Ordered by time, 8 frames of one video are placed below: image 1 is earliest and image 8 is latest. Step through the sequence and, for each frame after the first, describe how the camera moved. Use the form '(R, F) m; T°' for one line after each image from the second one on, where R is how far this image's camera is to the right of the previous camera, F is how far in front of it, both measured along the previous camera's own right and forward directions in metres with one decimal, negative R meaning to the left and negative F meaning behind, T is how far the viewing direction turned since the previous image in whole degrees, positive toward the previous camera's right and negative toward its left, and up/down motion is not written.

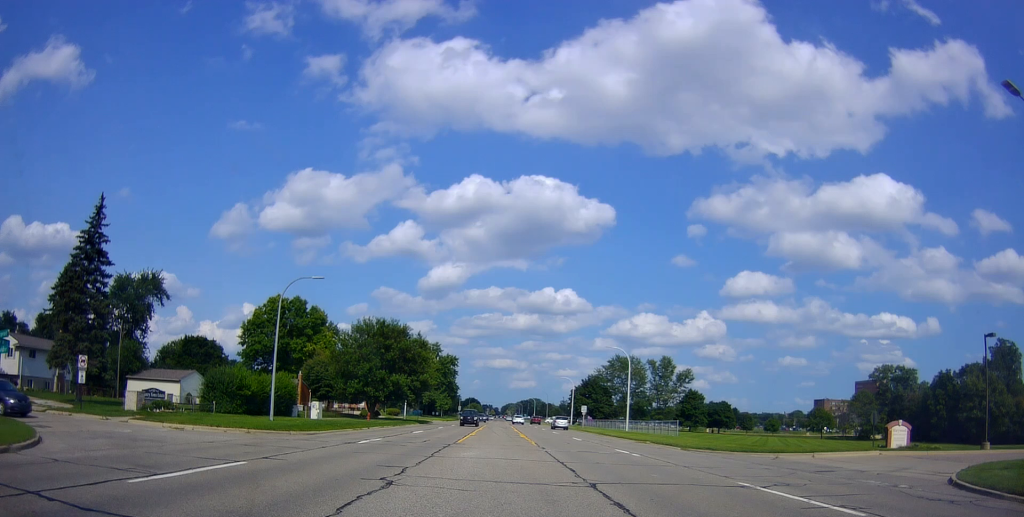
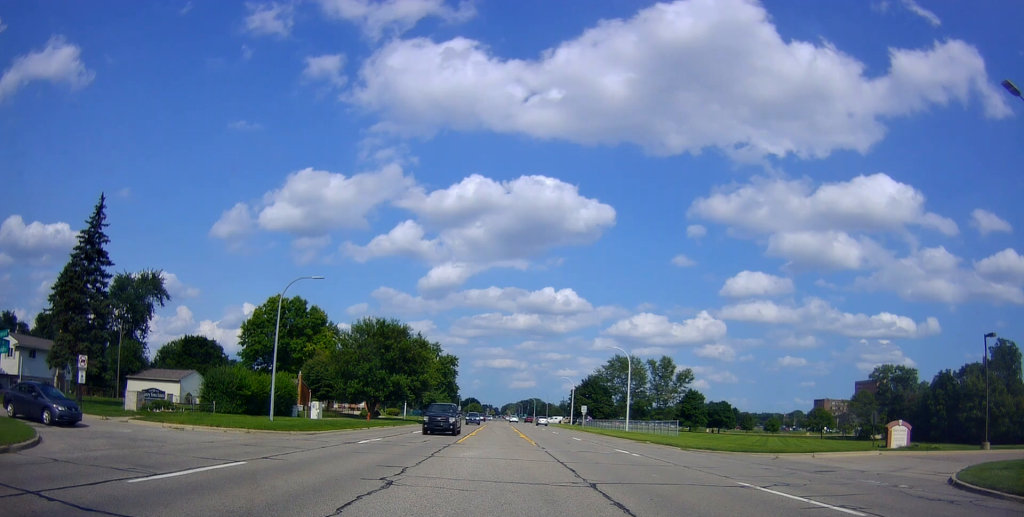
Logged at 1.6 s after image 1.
(0.0, 0.0) m; 0°
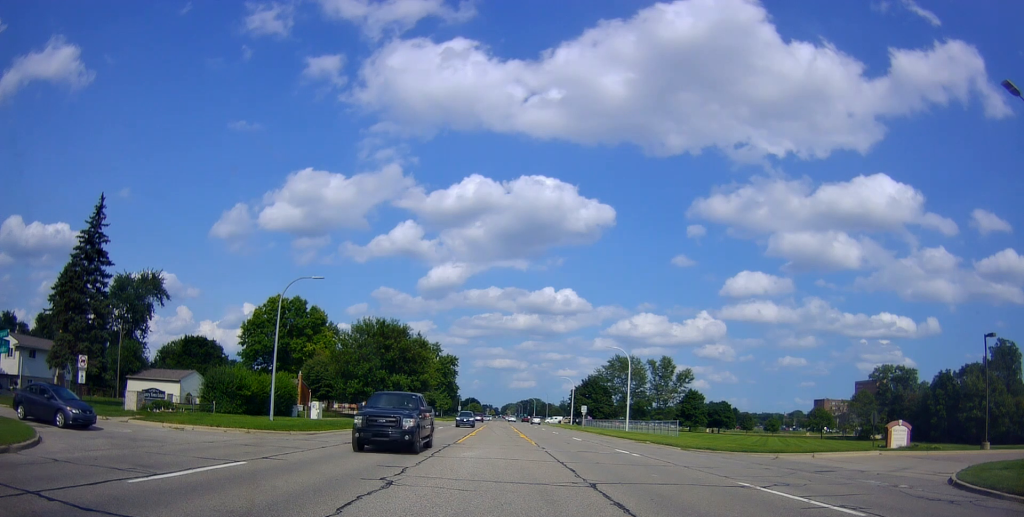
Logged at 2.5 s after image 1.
(0.0, 0.0) m; 0°
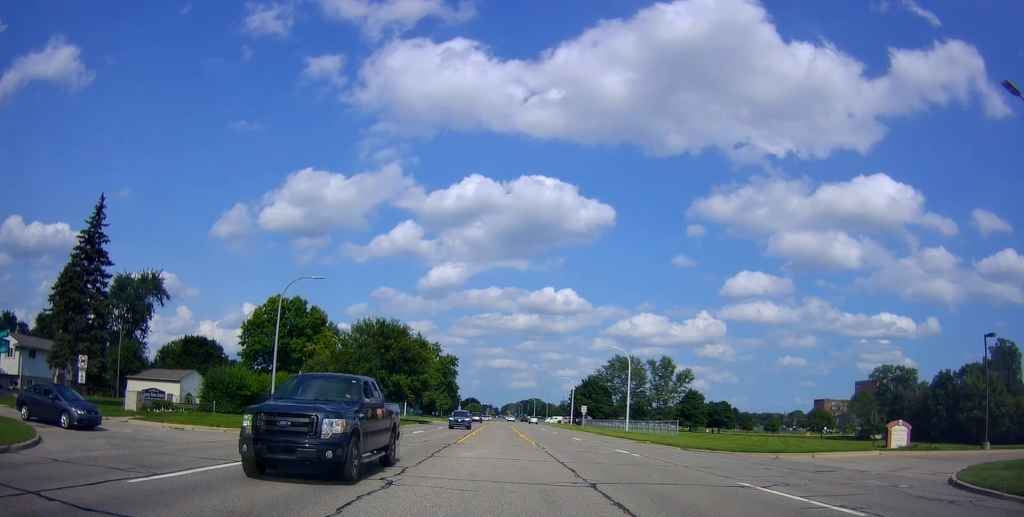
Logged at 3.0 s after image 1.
(0.0, 0.0) m; 0°
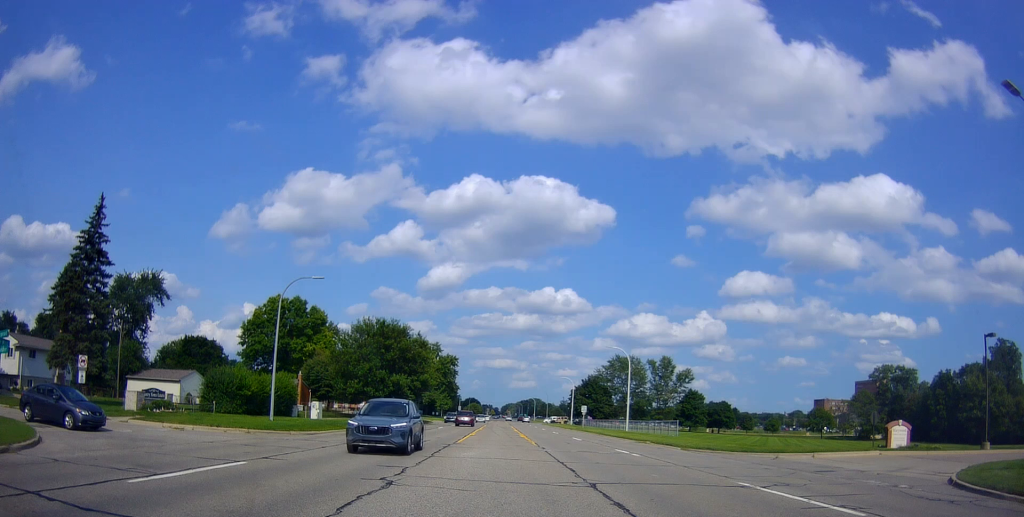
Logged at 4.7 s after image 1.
(0.0, +0.2) m; 0°
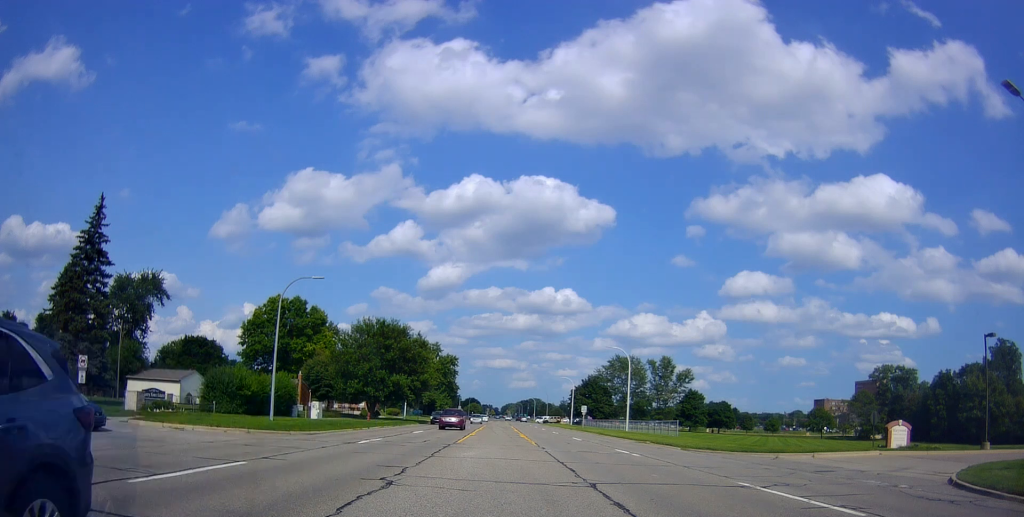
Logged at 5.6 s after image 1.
(0.0, 0.0) m; 0°
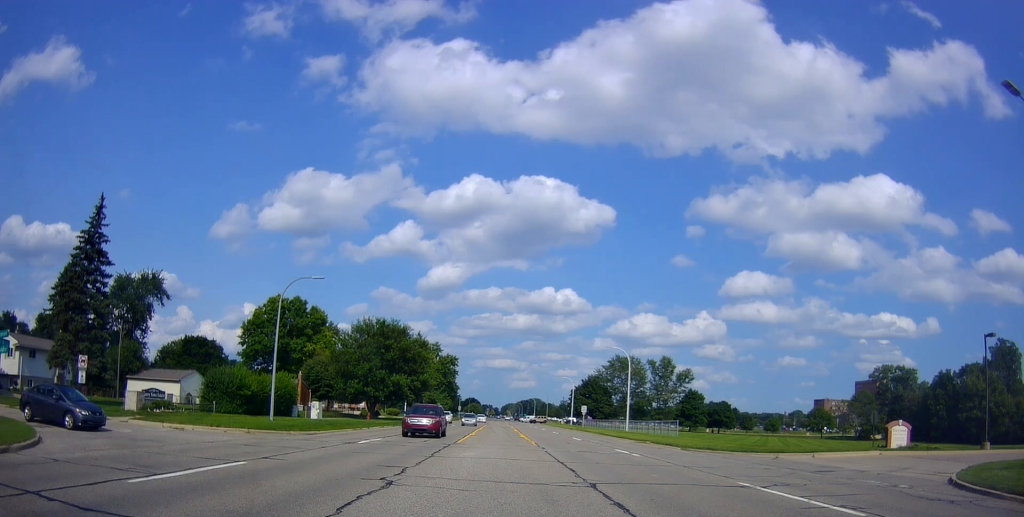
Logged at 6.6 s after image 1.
(0.0, 0.0) m; 0°
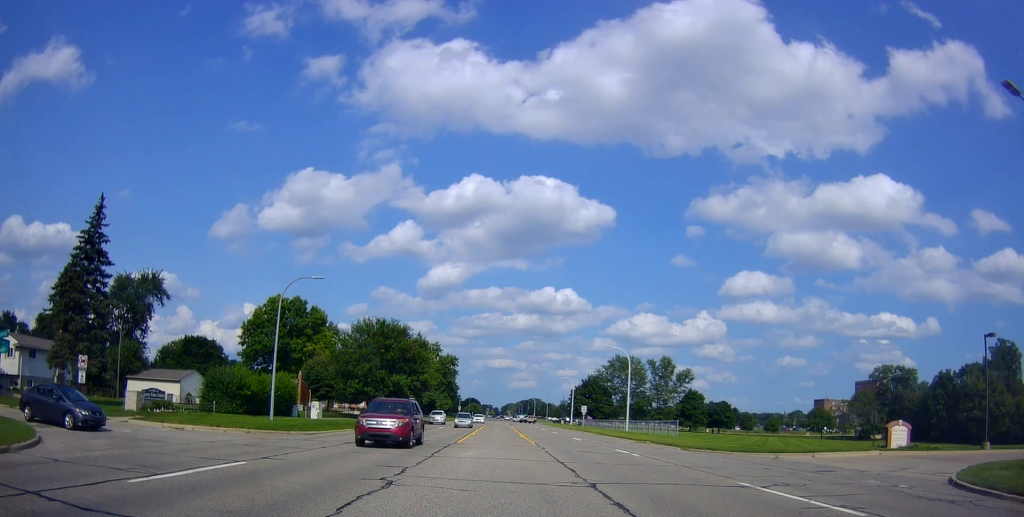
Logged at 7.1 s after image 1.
(0.0, 0.0) m; 0°
